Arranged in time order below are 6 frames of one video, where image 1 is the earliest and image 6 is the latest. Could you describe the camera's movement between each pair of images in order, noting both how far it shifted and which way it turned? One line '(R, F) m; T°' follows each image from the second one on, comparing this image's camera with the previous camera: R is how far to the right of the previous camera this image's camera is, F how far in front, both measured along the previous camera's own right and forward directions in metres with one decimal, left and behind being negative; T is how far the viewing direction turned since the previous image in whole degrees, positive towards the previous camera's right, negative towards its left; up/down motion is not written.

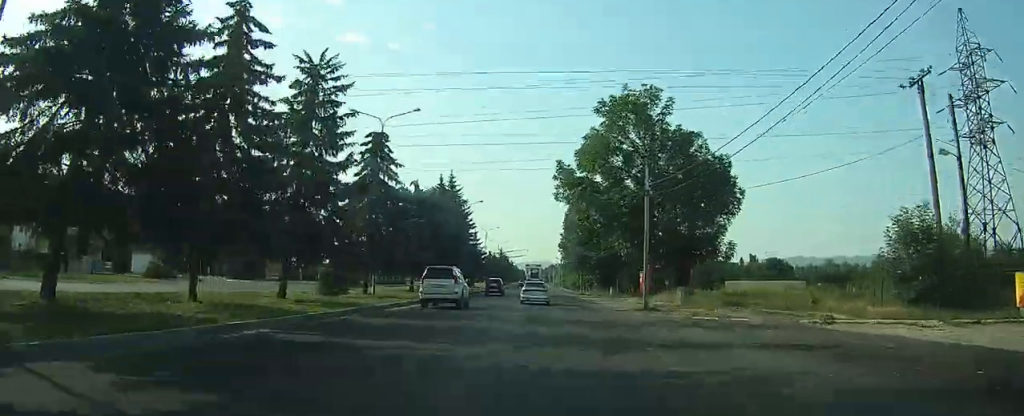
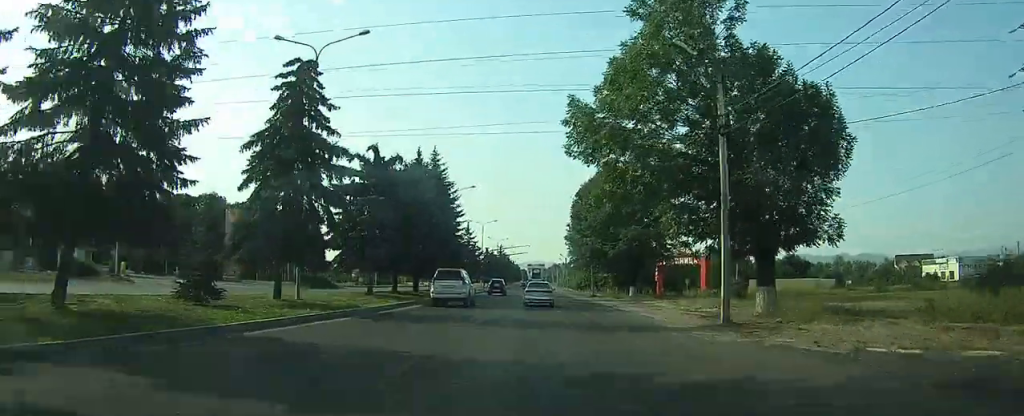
(0.0, +12.7) m; 0°
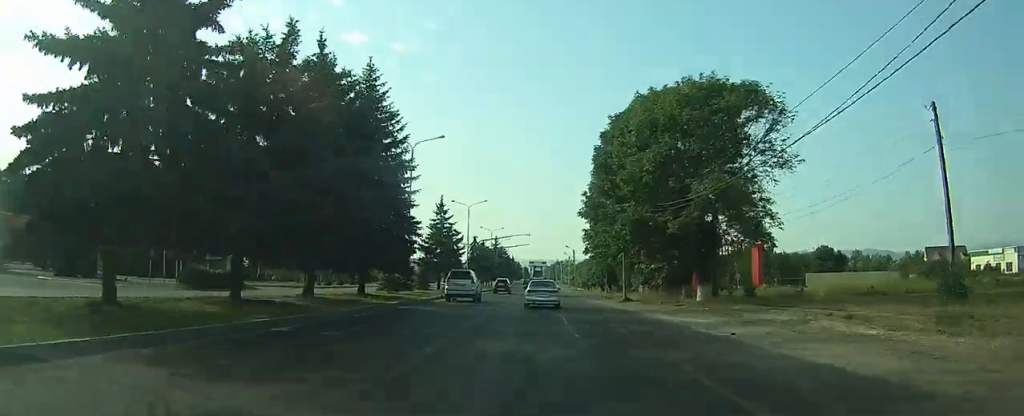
(+0.2, +22.8) m; +1°
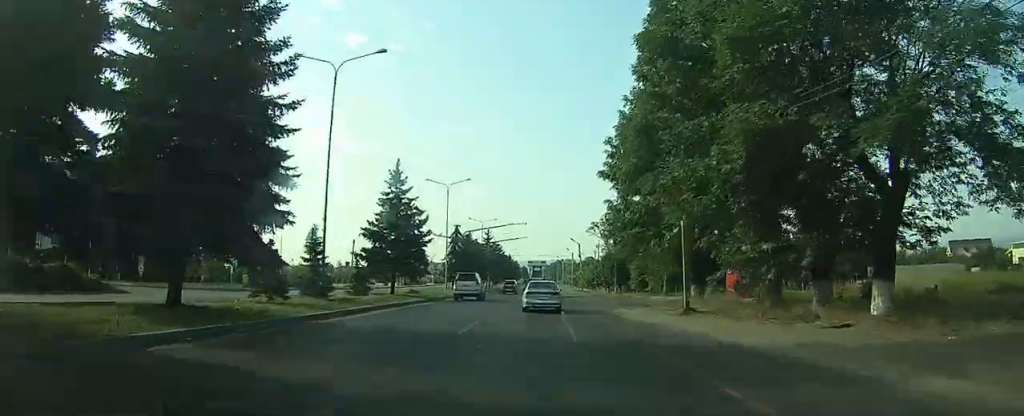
(0.0, +17.7) m; 0°
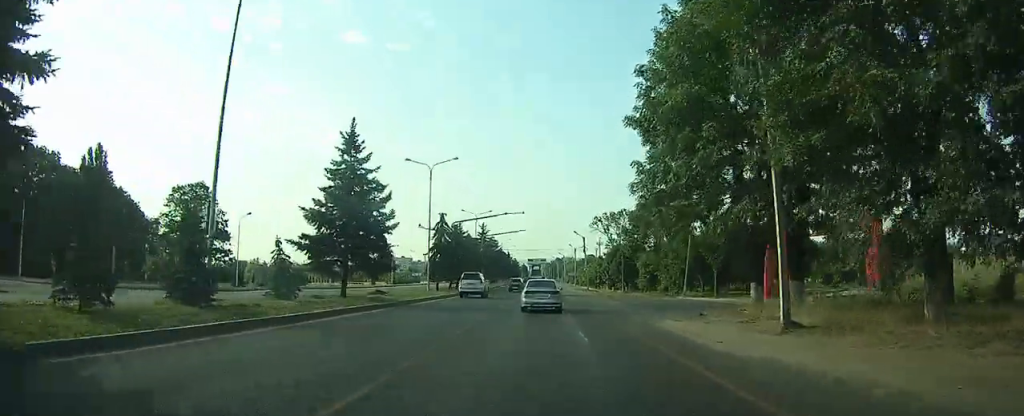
(-0.1, +10.1) m; +1°
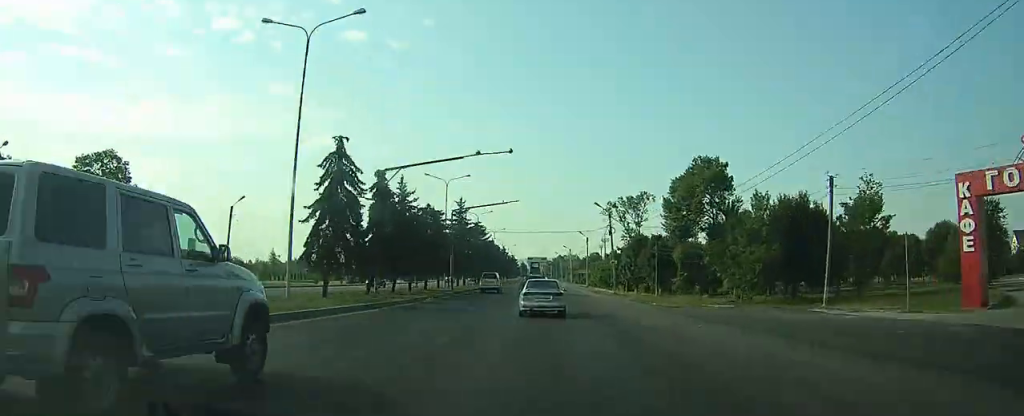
(+0.6, +30.7) m; +1°
